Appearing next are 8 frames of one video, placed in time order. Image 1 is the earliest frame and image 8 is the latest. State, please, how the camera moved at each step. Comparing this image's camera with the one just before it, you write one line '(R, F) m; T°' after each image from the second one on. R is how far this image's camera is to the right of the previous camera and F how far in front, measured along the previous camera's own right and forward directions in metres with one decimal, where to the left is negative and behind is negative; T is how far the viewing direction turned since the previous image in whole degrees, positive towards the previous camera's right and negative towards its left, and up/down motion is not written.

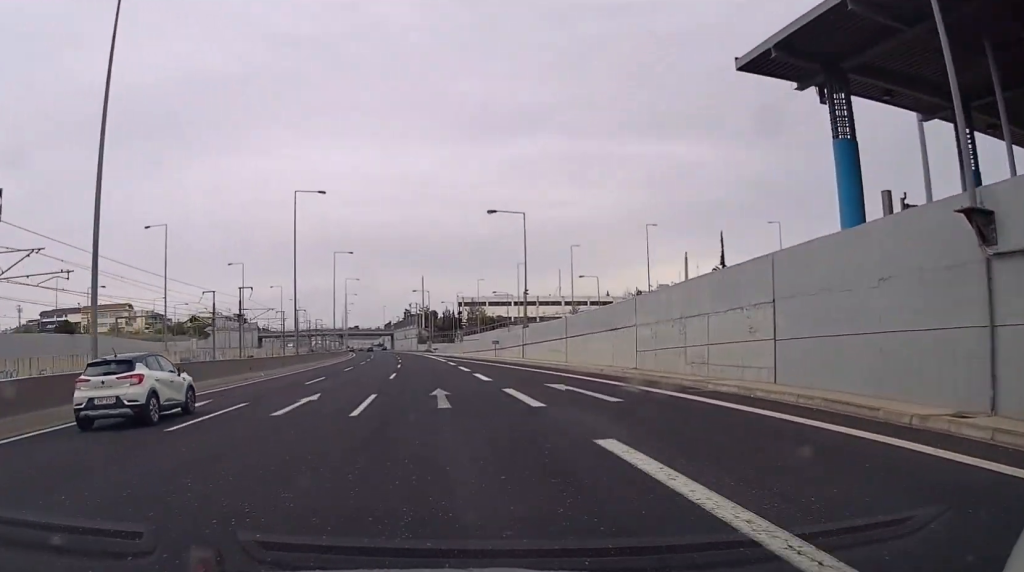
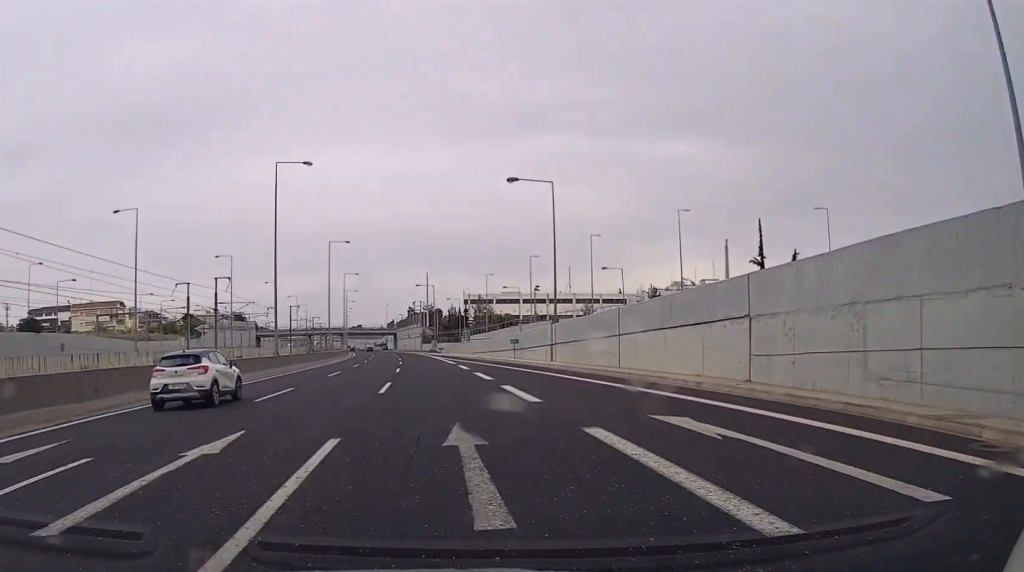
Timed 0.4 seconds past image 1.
(+0.1, +10.3) m; 0°
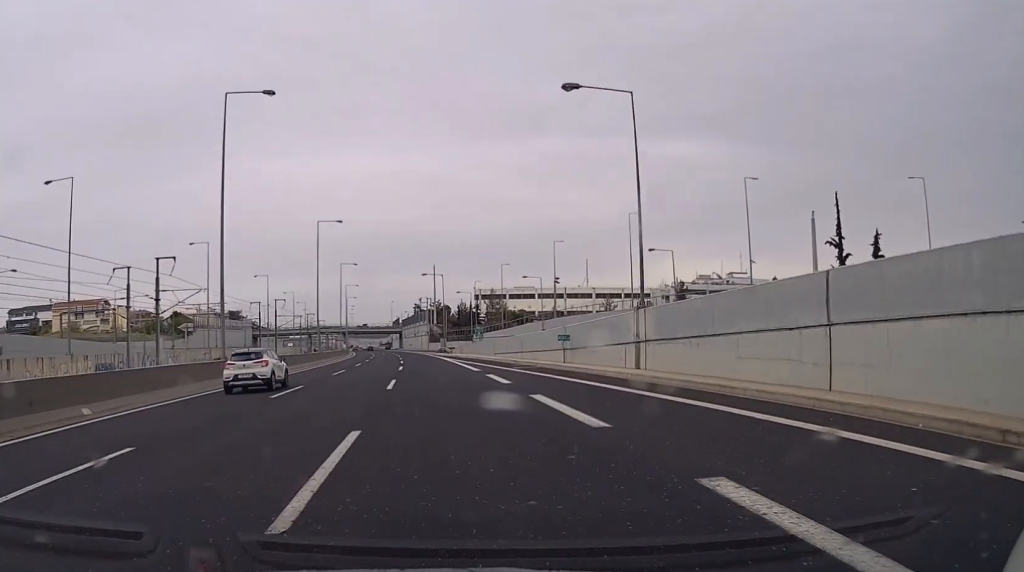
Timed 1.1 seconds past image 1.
(-0.1, +16.8) m; -1°
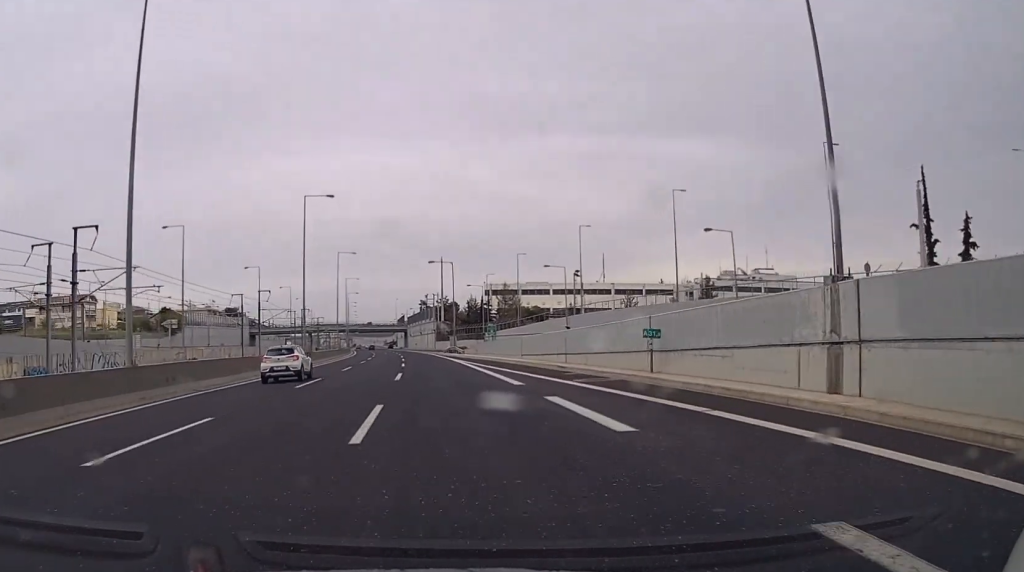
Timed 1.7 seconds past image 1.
(-0.1, +13.6) m; -1°
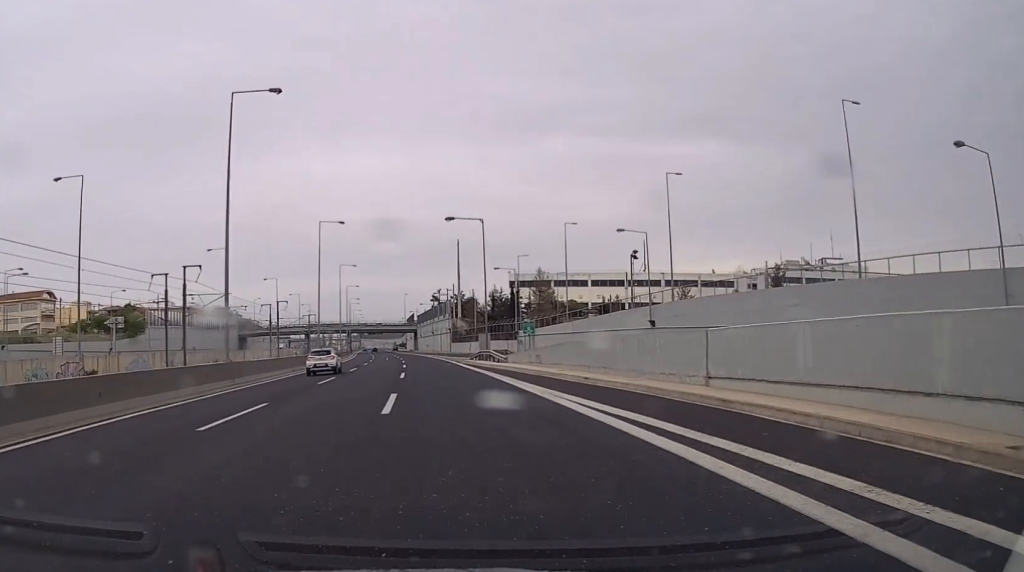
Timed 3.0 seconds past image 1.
(-0.1, +31.3) m; 0°
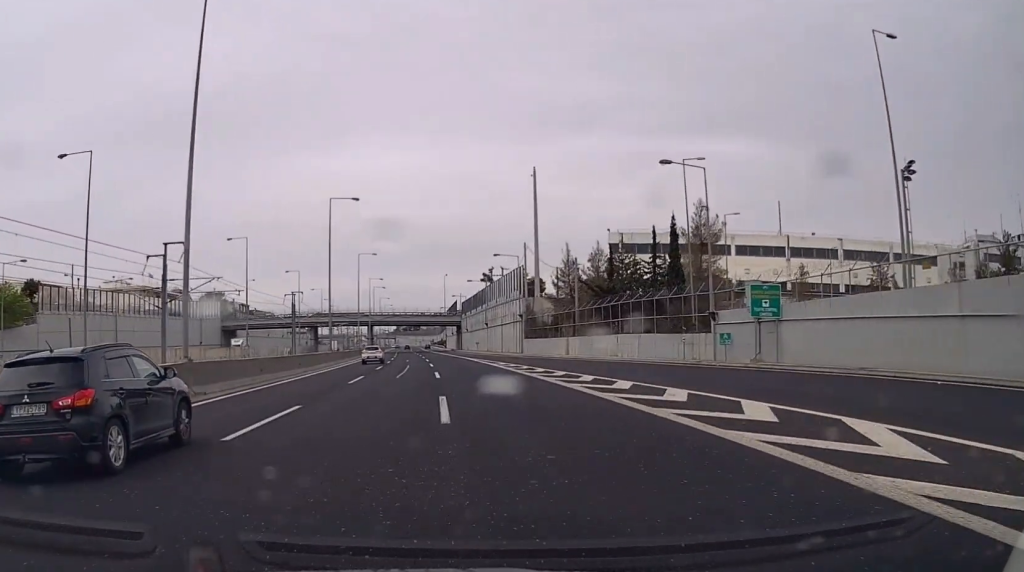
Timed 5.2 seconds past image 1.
(-1.3, +56.8) m; -3°
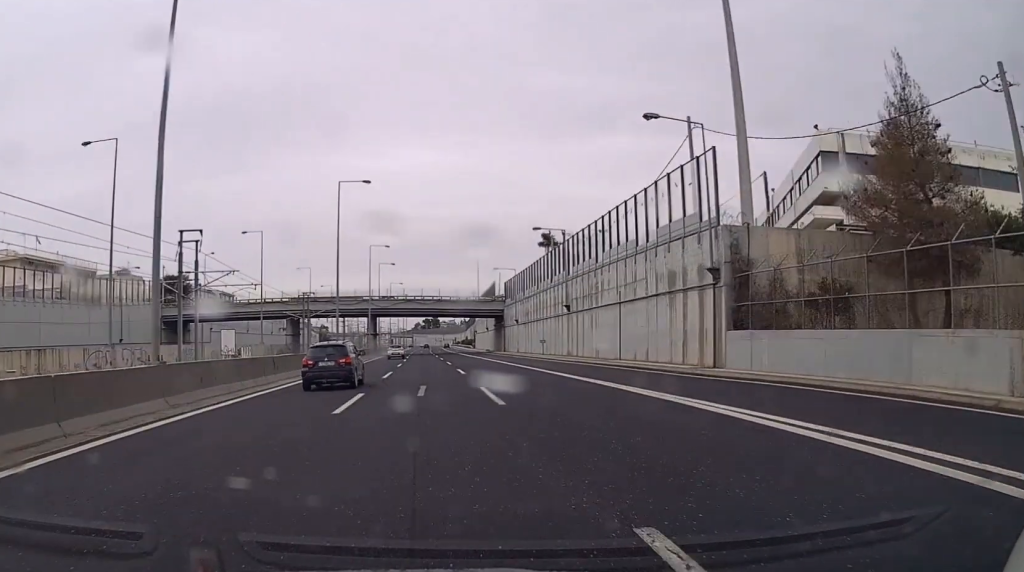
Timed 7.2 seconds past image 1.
(-1.1, +49.6) m; -2°
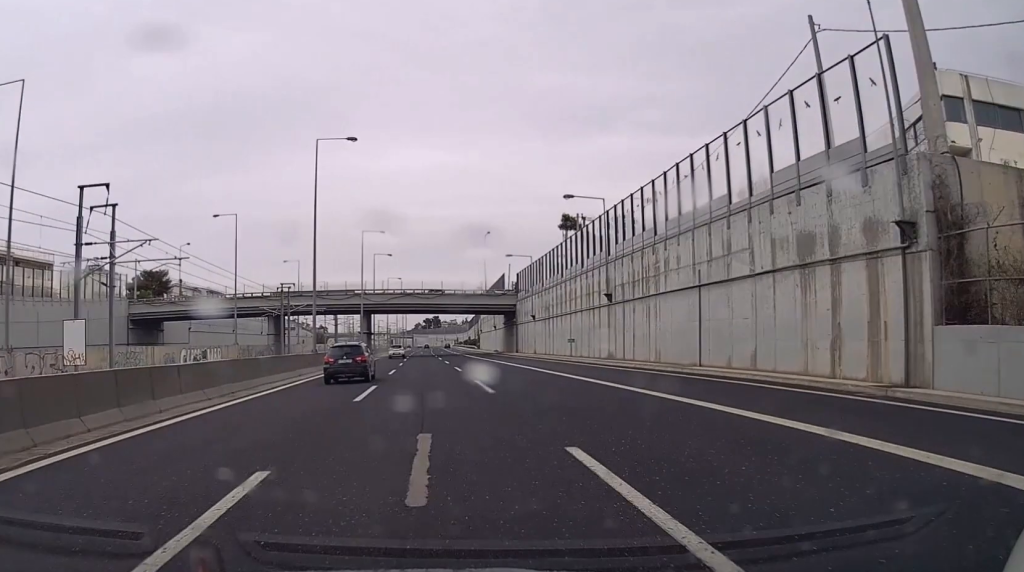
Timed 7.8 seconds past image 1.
(0.0, +15.6) m; 0°
